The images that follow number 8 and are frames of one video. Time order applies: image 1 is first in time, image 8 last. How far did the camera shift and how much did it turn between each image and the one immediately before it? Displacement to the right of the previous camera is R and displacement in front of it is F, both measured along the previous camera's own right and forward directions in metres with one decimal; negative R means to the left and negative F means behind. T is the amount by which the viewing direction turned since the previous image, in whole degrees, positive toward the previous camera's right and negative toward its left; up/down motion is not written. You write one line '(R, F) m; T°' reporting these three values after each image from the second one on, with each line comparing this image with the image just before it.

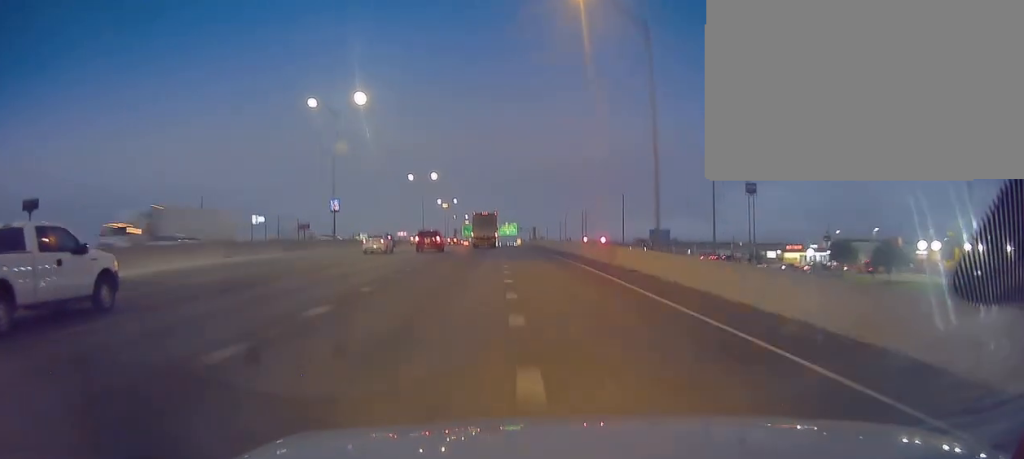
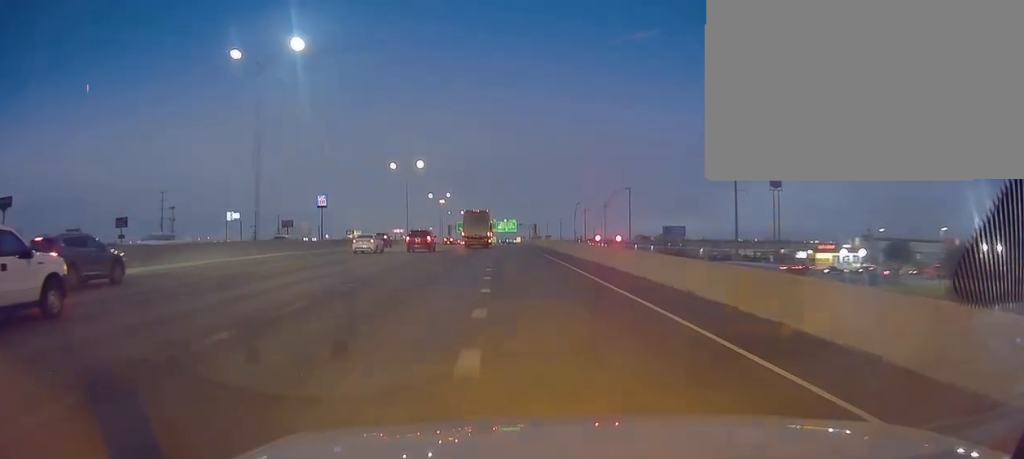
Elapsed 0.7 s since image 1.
(0.0, +21.3) m; 0°
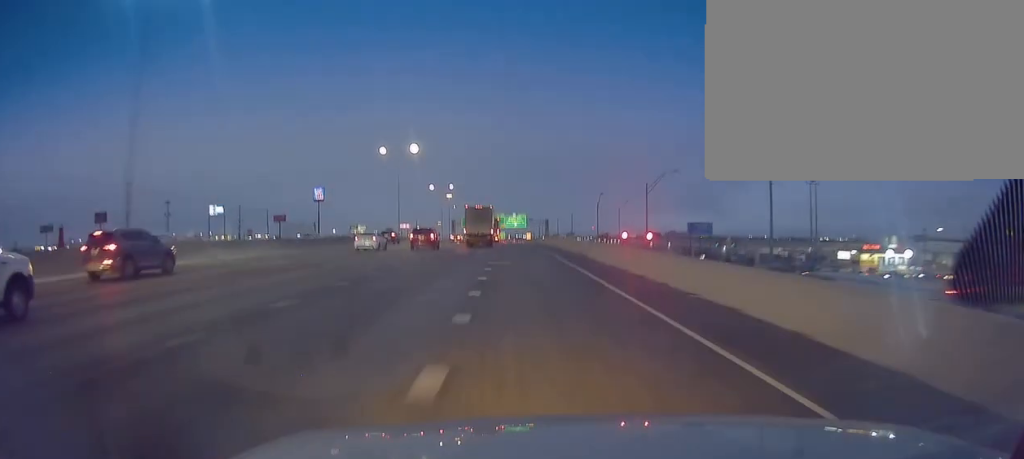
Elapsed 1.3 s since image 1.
(0.0, +19.3) m; 0°
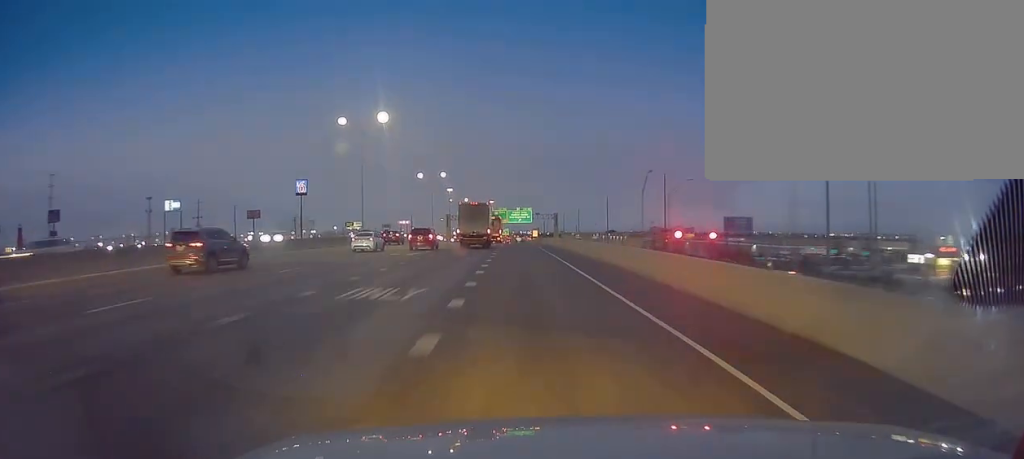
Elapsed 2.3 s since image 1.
(-0.1, +29.6) m; 0°
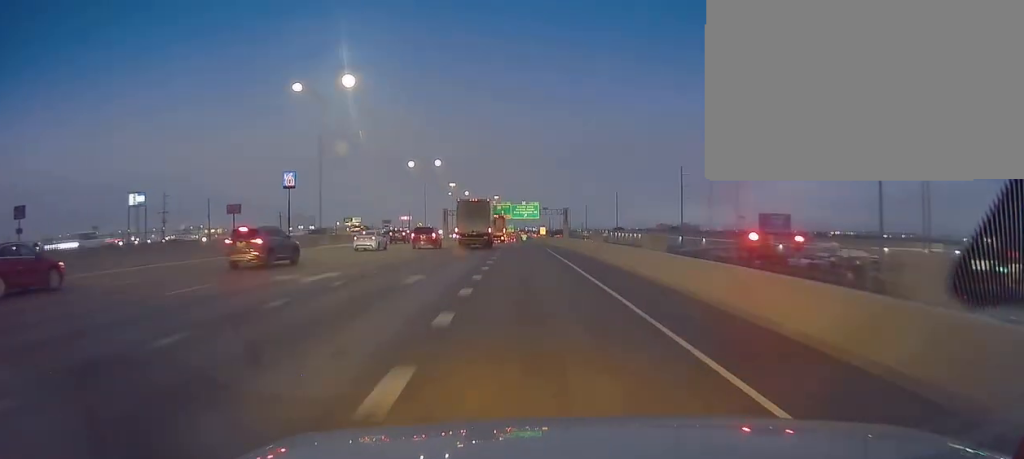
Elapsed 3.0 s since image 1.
(-0.1, +20.4) m; 0°
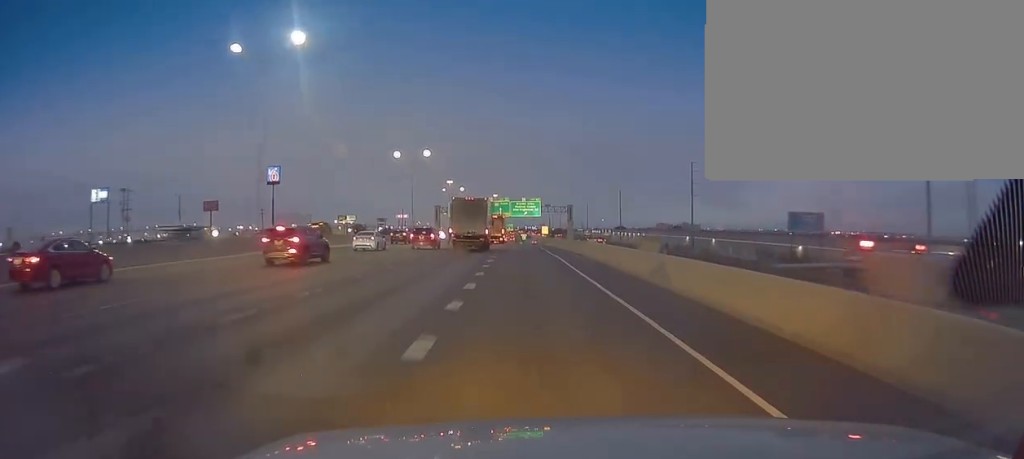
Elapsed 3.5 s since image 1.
(0.0, +16.3) m; 0°
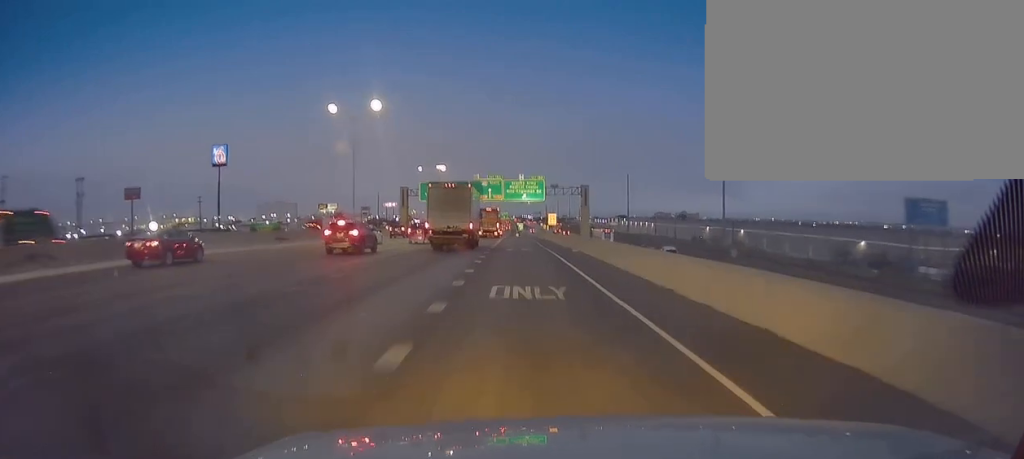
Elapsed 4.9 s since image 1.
(+0.1, +43.2) m; 0°
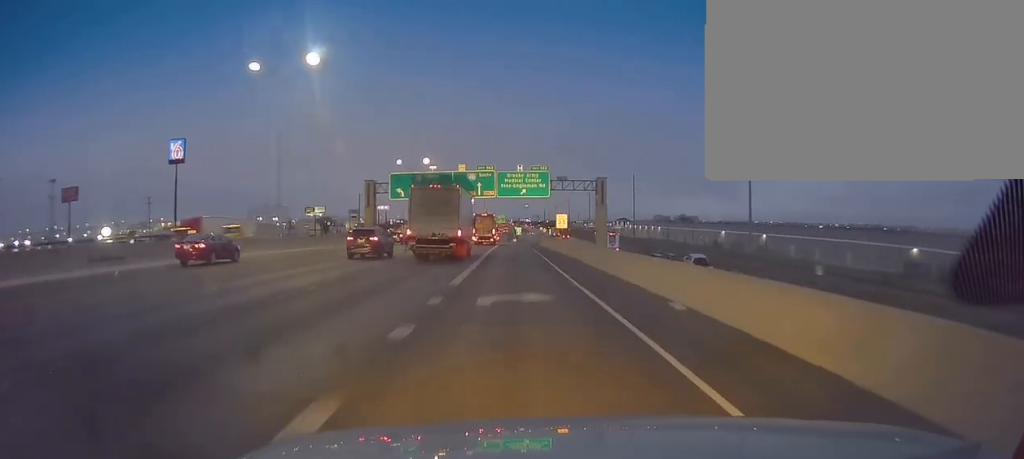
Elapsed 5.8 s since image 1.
(0.0, +25.7) m; 0°
